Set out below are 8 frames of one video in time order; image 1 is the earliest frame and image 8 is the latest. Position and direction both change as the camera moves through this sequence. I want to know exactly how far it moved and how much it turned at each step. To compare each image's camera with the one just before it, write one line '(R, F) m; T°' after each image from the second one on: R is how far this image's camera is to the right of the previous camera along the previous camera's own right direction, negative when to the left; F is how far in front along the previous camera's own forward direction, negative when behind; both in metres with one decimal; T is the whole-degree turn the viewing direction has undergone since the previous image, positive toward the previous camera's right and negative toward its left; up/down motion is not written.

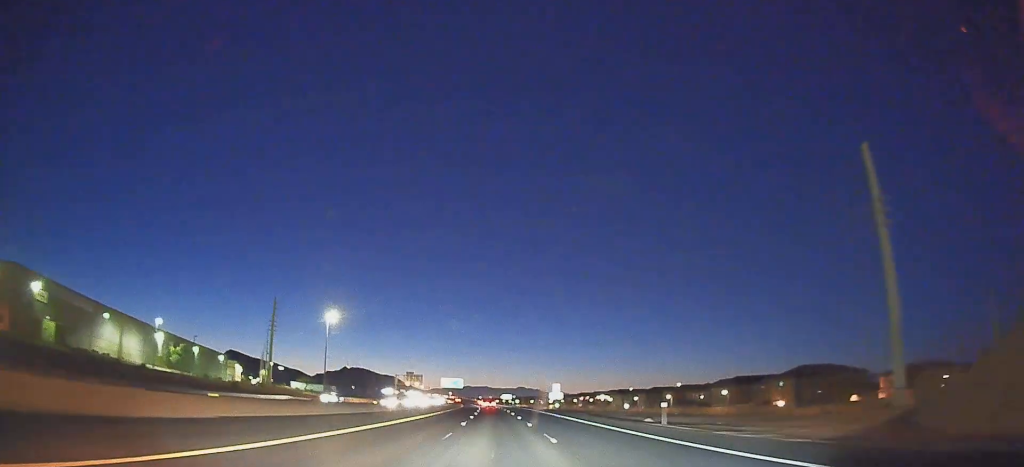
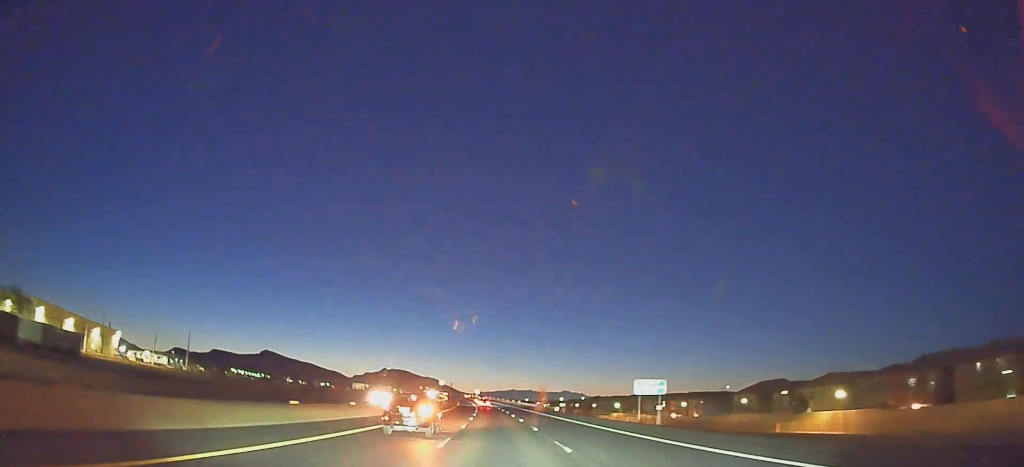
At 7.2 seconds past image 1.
(-6.7, +199.7) m; -5°
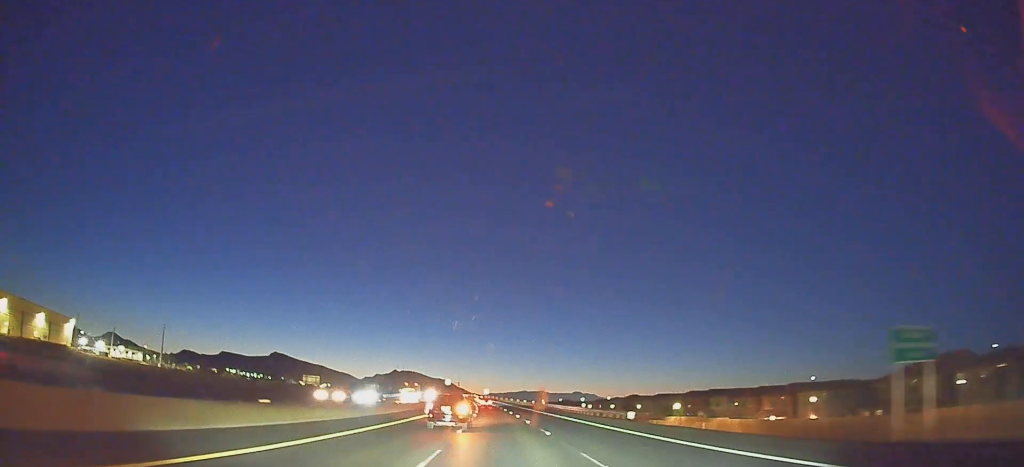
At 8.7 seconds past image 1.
(-0.9, +42.0) m; -1°
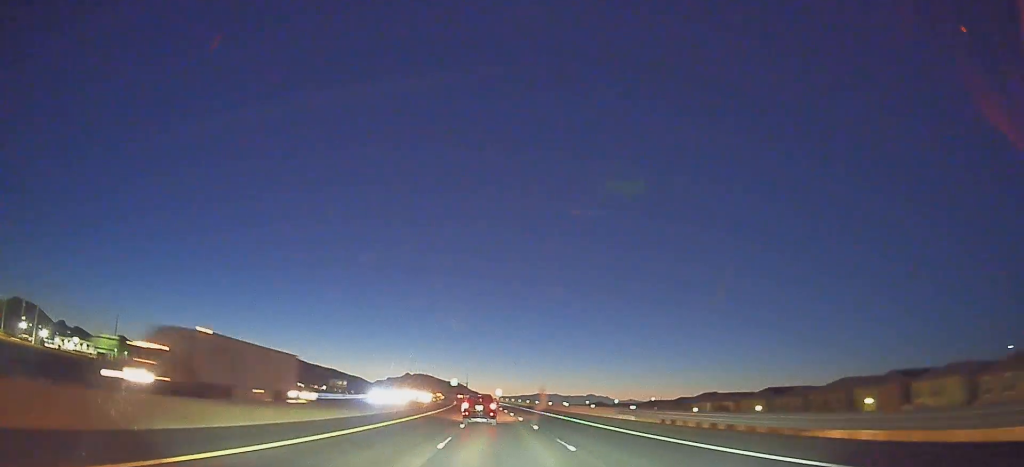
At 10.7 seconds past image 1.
(-1.3, +56.1) m; -1°
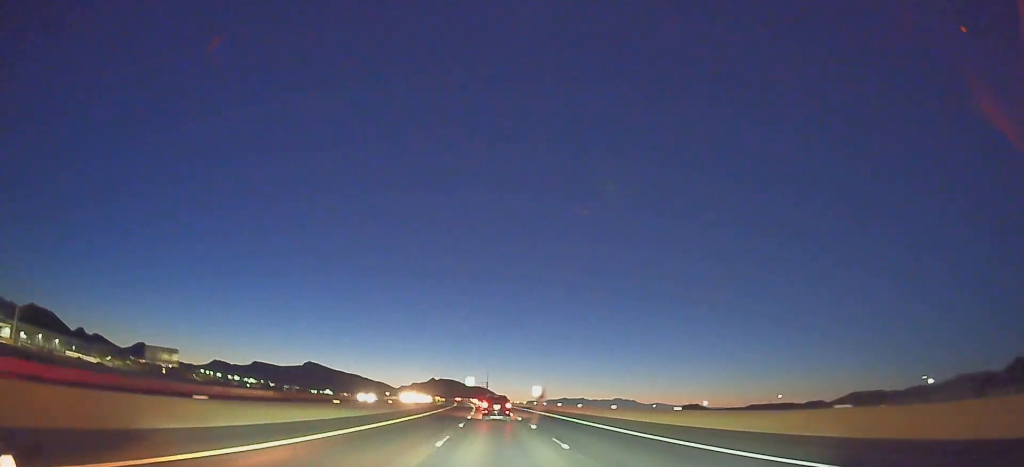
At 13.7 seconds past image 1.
(-0.3, +83.5) m; -3°
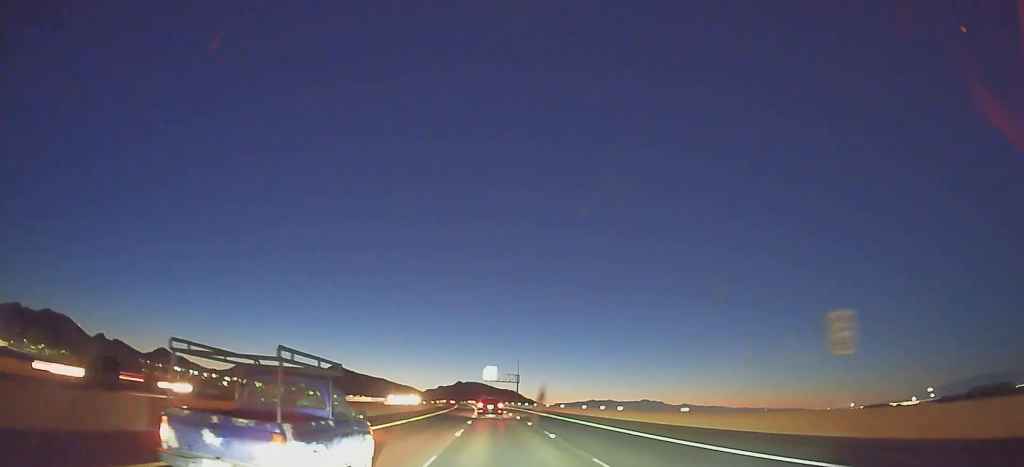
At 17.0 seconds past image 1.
(-4.3, +91.3) m; -3°
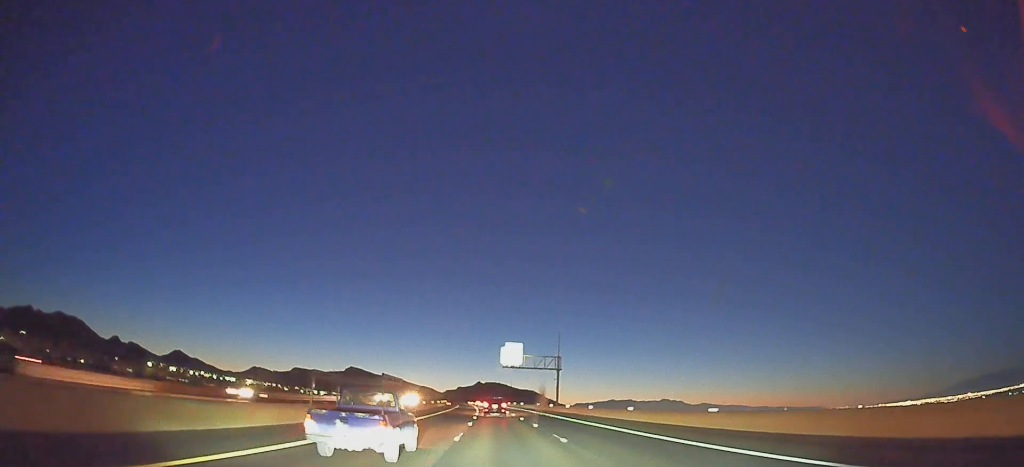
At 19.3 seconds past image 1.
(-0.4, +63.6) m; -1°
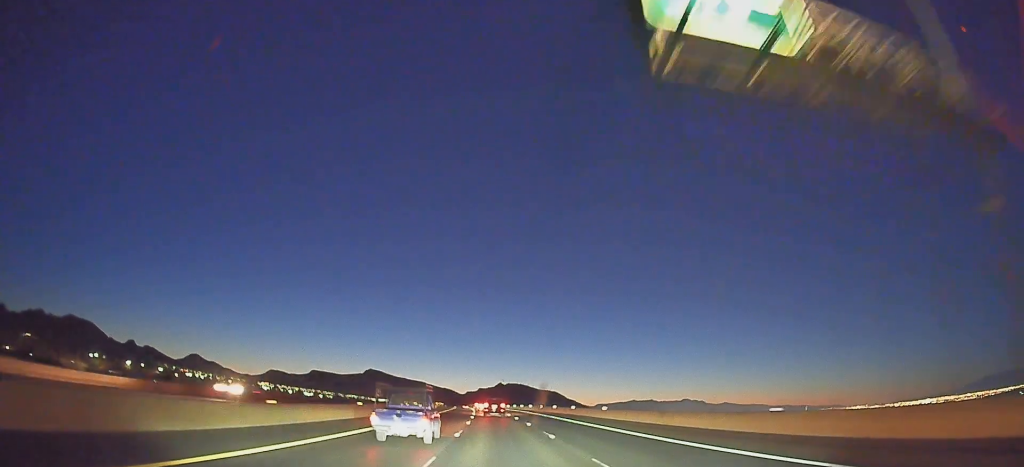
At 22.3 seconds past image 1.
(-1.7, +83.2) m; -2°
